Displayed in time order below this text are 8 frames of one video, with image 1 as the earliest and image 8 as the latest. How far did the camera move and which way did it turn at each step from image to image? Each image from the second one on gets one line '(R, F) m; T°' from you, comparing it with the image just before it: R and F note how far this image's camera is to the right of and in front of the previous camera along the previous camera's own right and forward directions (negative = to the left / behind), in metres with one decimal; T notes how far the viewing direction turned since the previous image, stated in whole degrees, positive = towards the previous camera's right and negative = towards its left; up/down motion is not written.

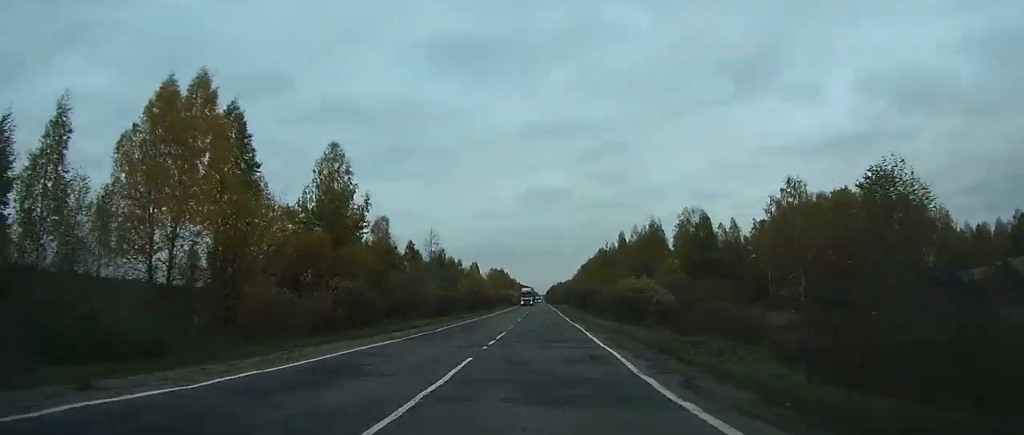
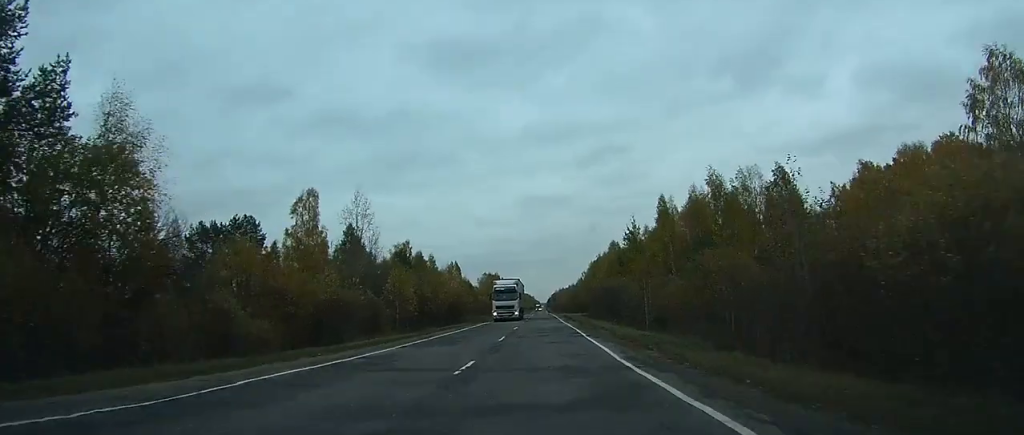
(0.0, +39.5) m; 0°
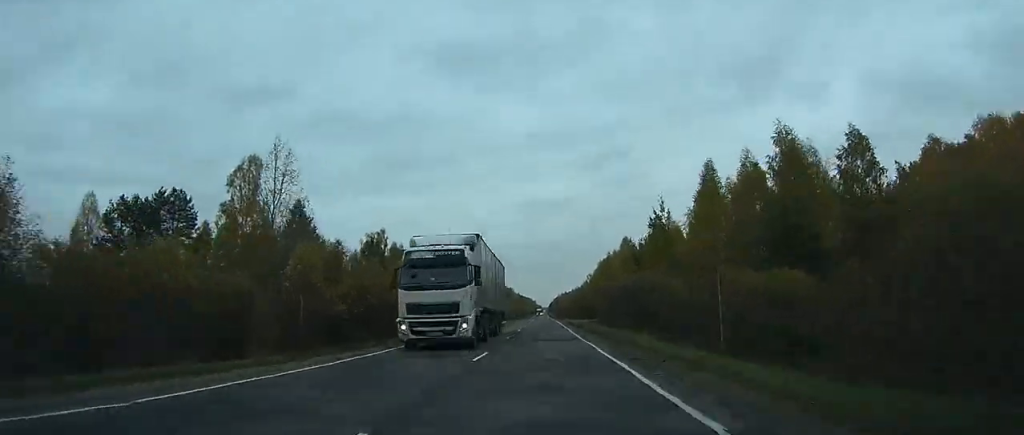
(0.0, +19.6) m; 0°
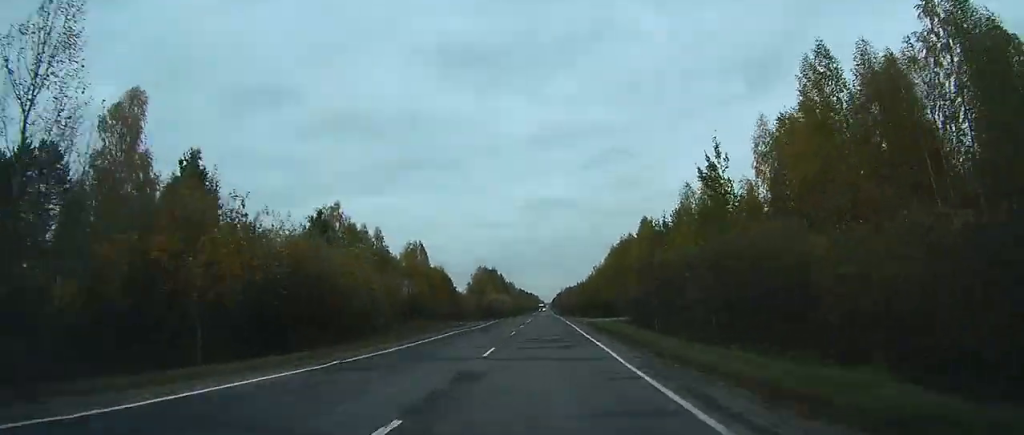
(0.0, +22.3) m; 0°
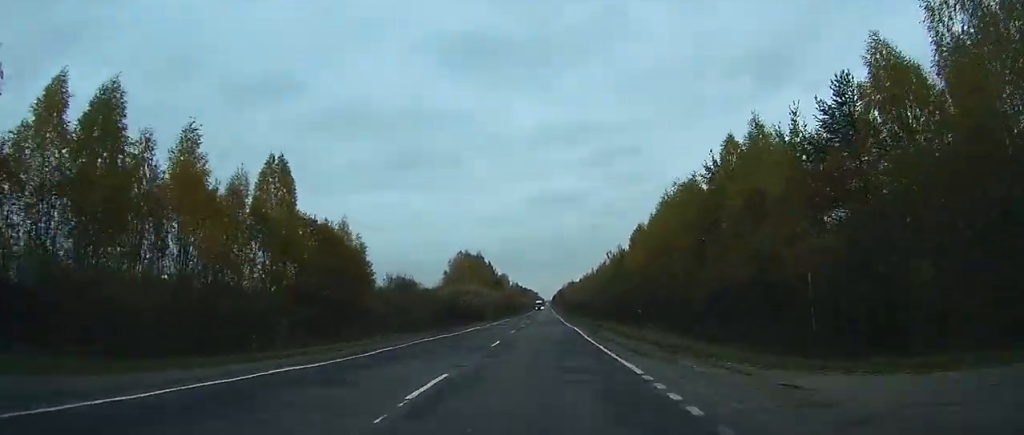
(-0.1, +57.3) m; 0°
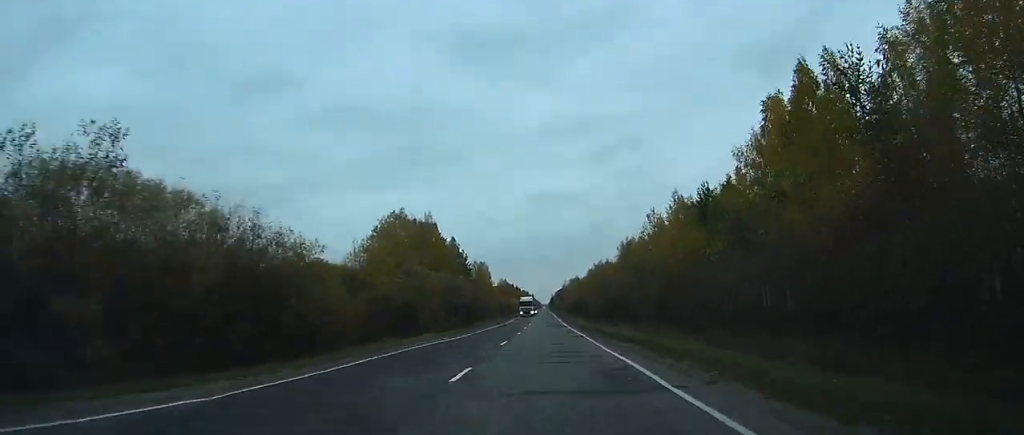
(+0.4, +81.2) m; -1°
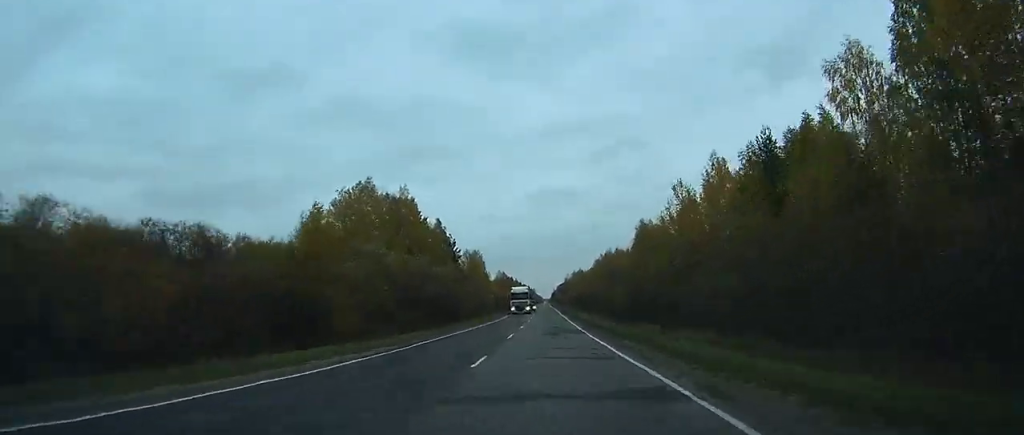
(-0.5, +20.5) m; +1°
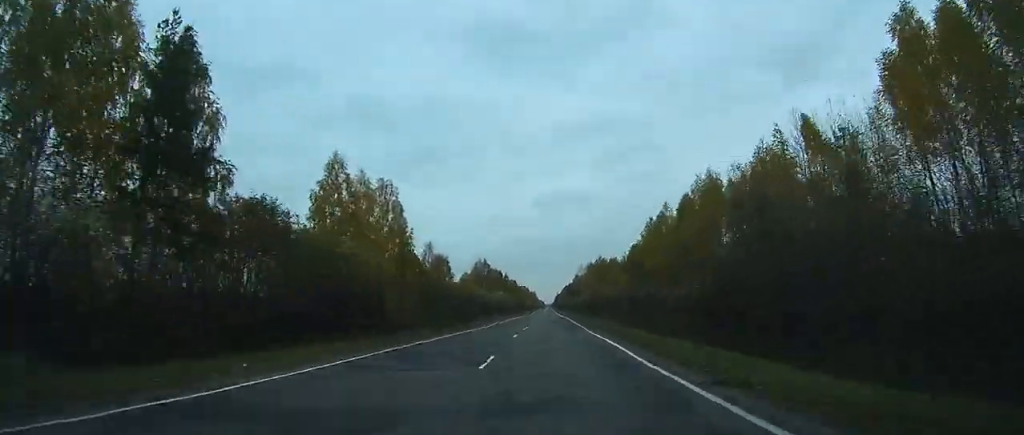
(+2.7, +95.4) m; +2°
